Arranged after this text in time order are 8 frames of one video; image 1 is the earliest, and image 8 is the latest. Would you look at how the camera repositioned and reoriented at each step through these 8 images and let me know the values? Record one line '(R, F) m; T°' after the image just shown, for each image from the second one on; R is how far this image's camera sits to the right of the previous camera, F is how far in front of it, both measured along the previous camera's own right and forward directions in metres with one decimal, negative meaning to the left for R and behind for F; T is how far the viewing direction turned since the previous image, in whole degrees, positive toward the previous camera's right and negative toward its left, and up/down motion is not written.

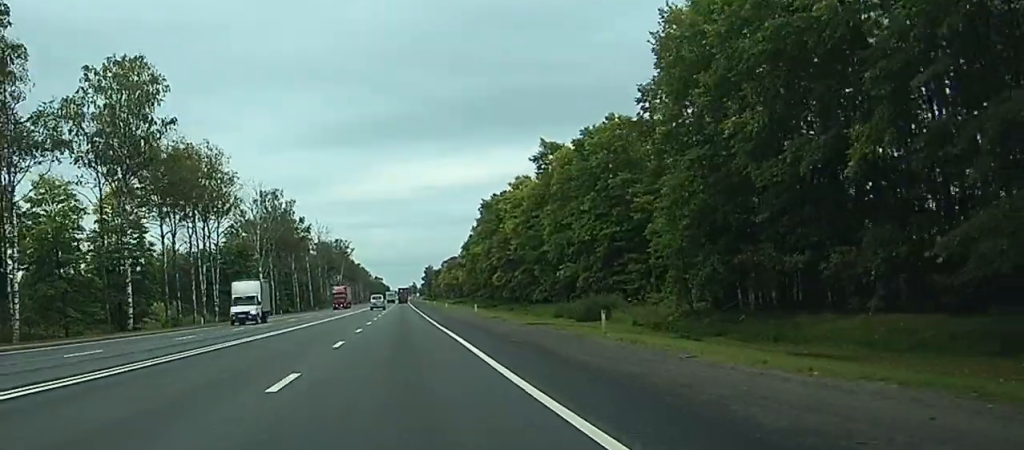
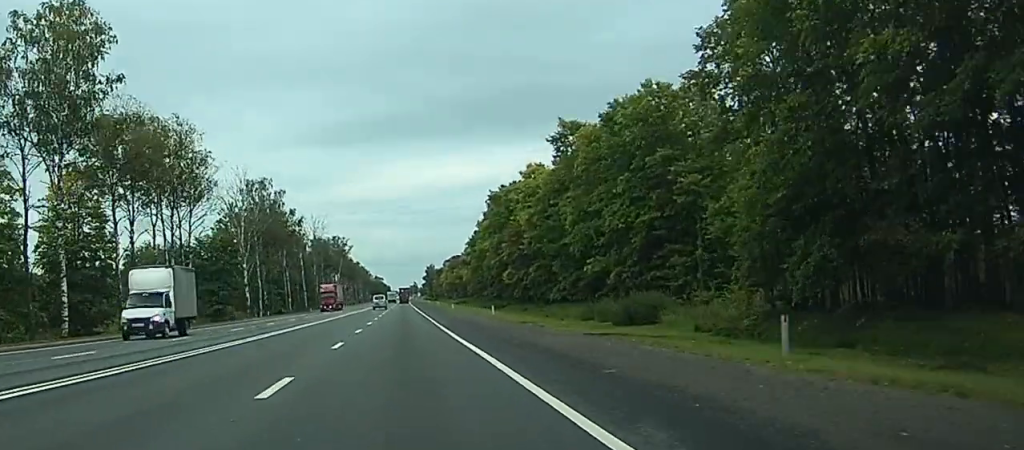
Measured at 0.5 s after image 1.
(0.0, +12.4) m; +1°
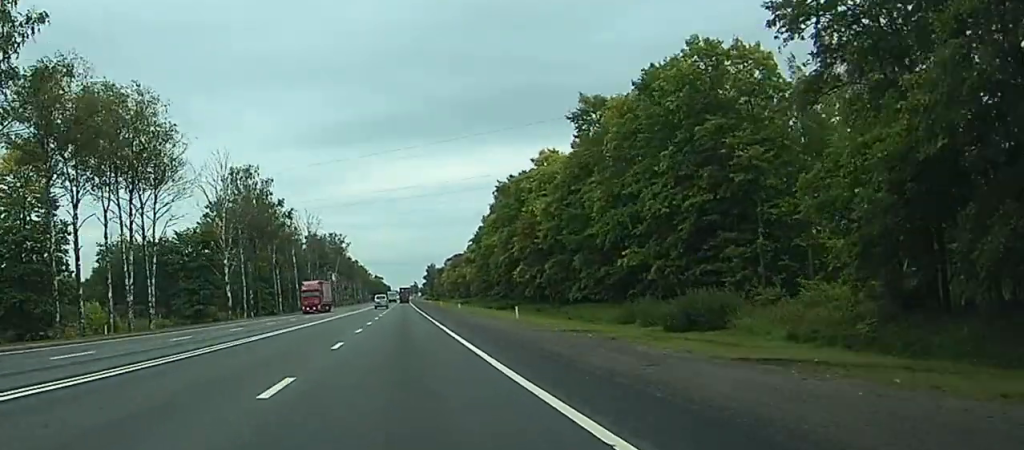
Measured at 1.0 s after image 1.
(+1.0, +11.7) m; +3°
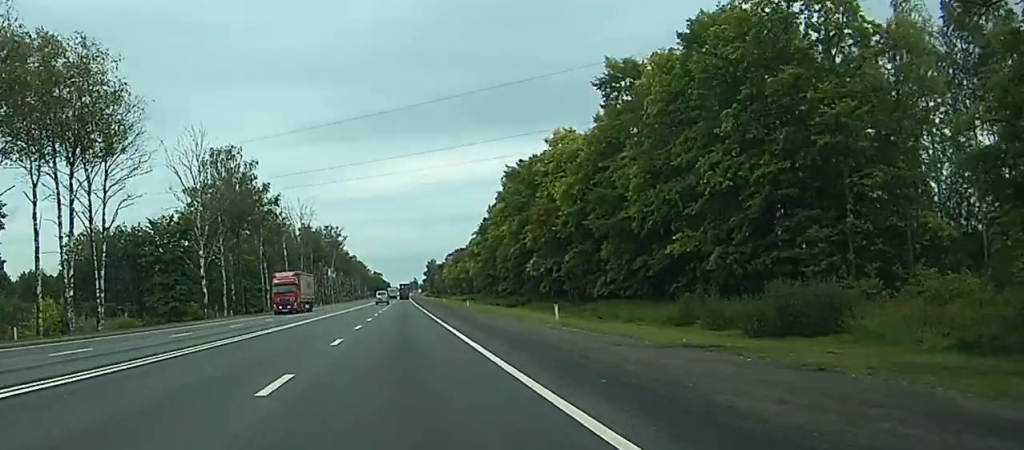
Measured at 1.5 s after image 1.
(+0.3, +11.8) m; +2°
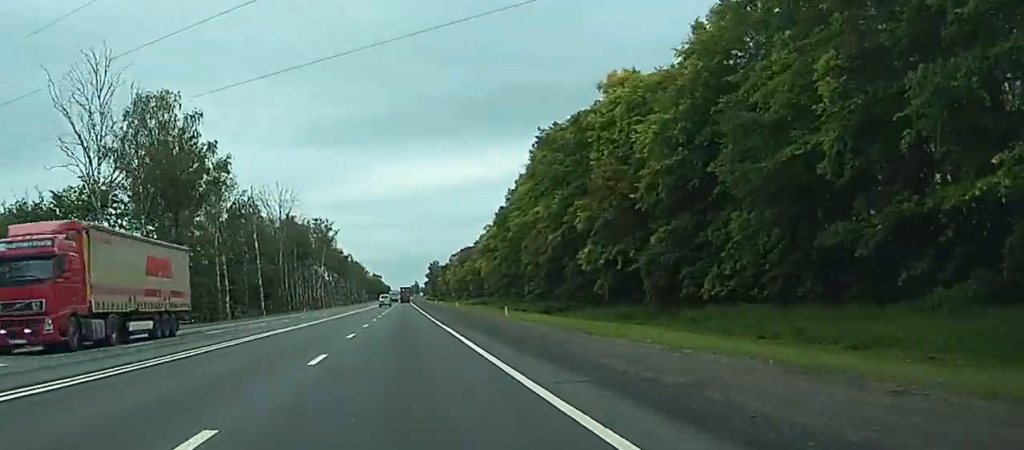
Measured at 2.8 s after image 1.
(+0.2, +29.2) m; +1°
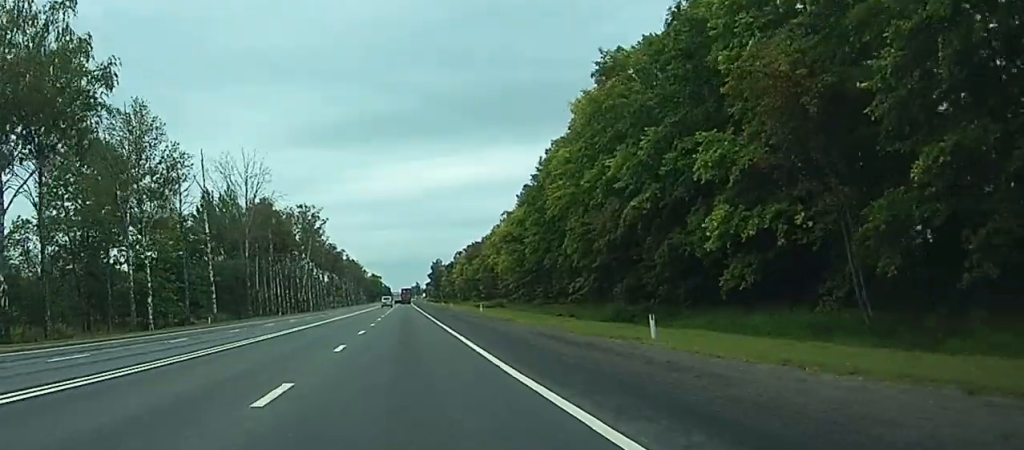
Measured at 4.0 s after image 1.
(-0.1, +30.3) m; -1°
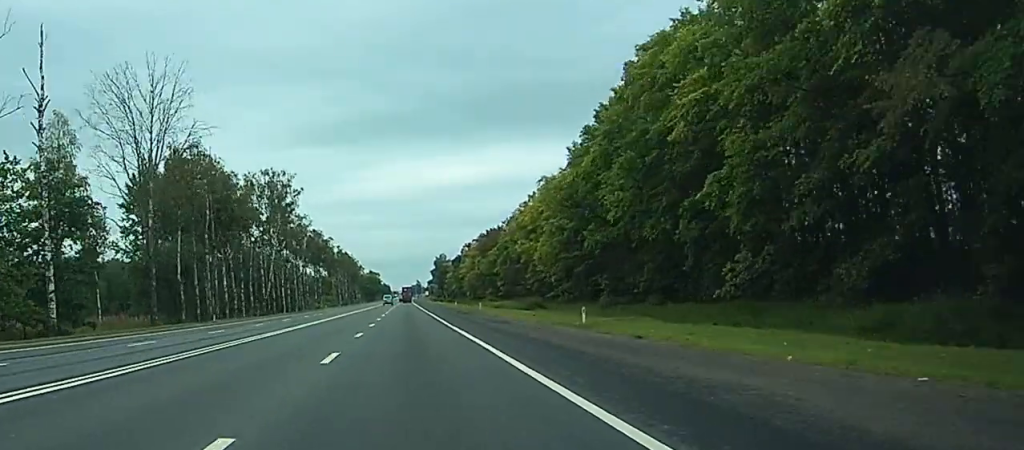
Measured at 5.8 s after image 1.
(-0.2, +41.5) m; 0°
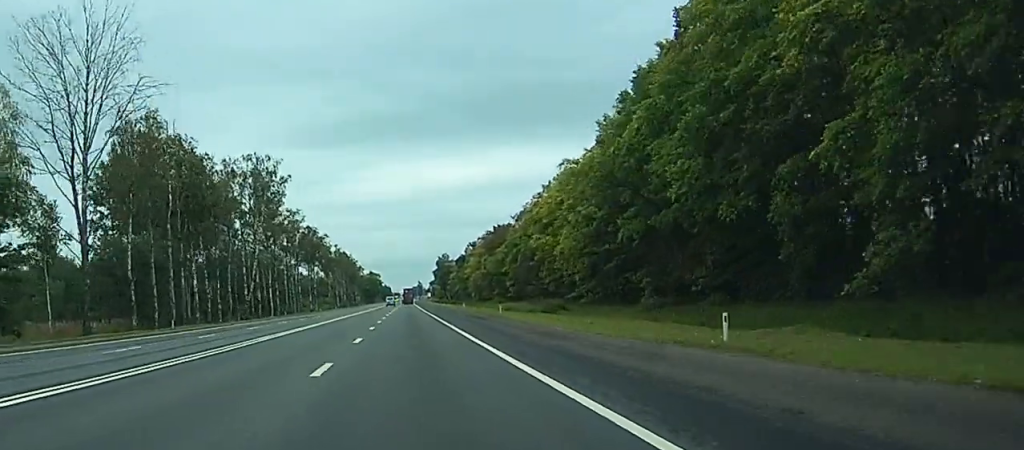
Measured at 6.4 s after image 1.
(0.0, +14.3) m; 0°
